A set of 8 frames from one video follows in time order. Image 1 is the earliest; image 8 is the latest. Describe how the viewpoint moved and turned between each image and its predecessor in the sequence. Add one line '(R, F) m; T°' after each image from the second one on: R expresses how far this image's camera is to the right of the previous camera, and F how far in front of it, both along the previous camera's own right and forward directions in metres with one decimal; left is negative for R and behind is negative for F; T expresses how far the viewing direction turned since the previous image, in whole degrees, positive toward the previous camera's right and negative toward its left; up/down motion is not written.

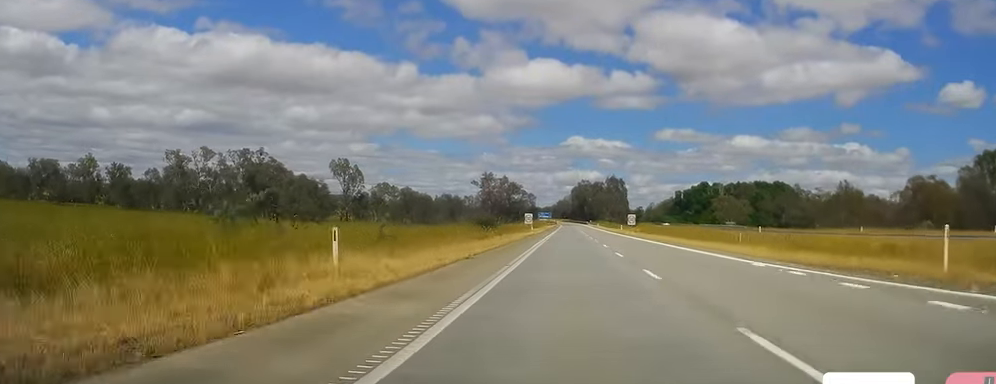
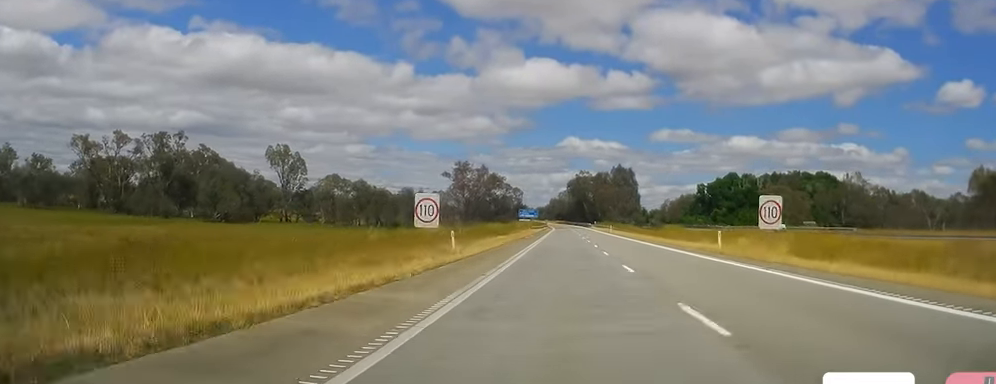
(+0.5, +64.2) m; +1°
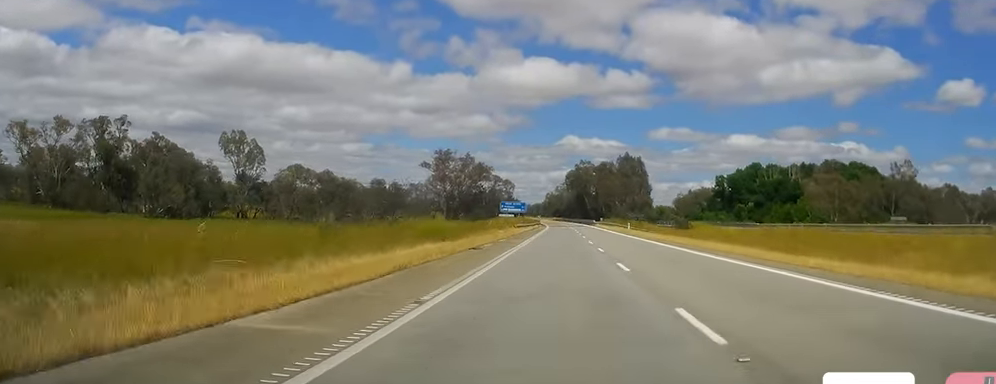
(0.0, +34.5) m; 0°
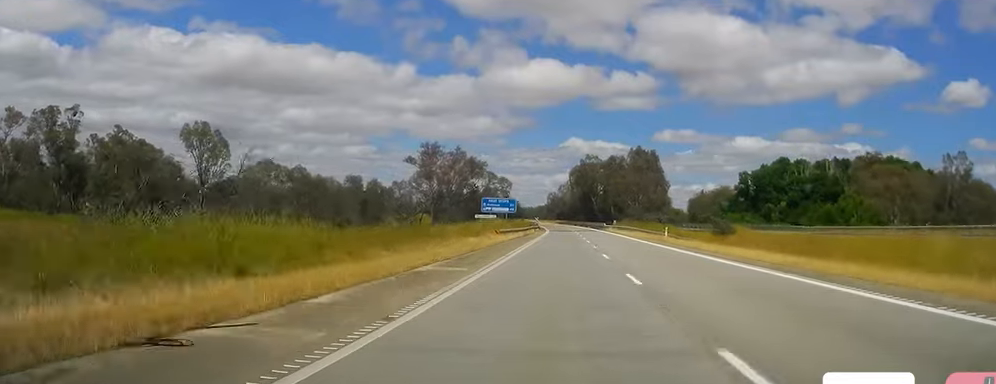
(-0.2, +25.9) m; 0°
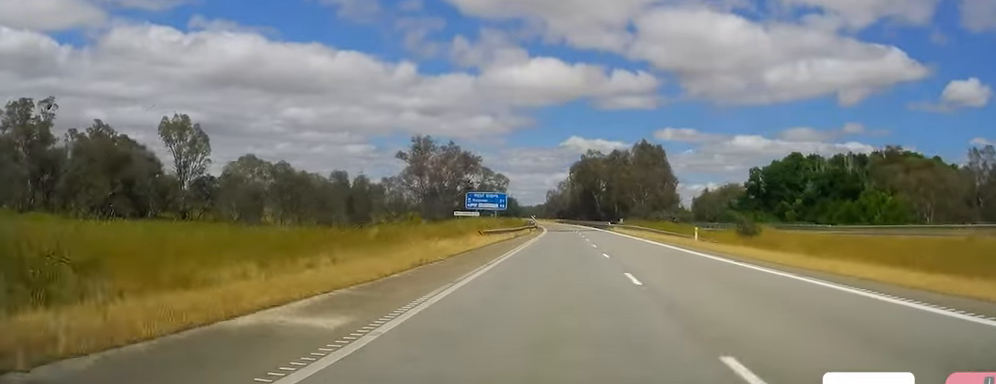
(0.0, +11.5) m; 0°
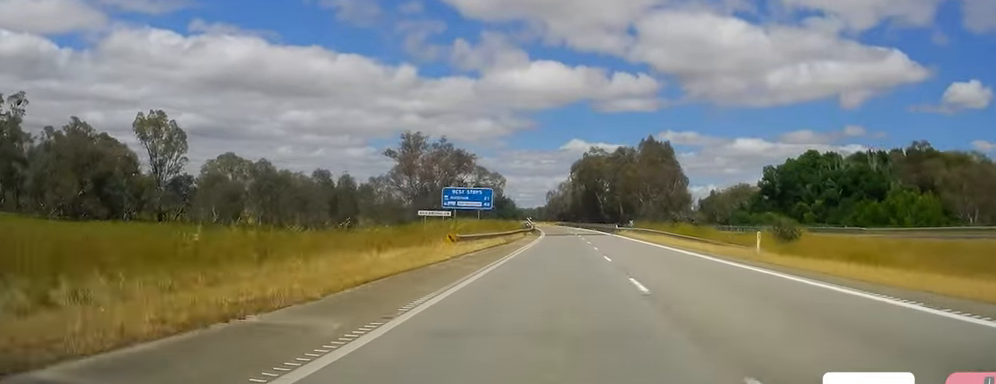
(0.0, +12.5) m; 0°
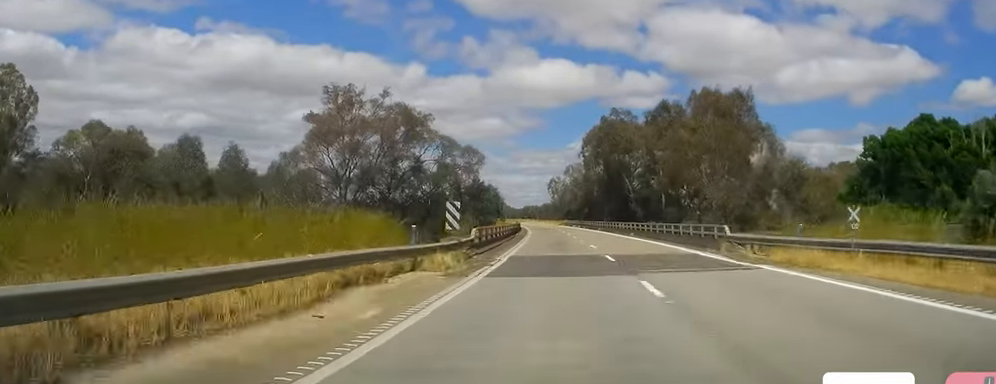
(-0.4, +57.4) m; -1°
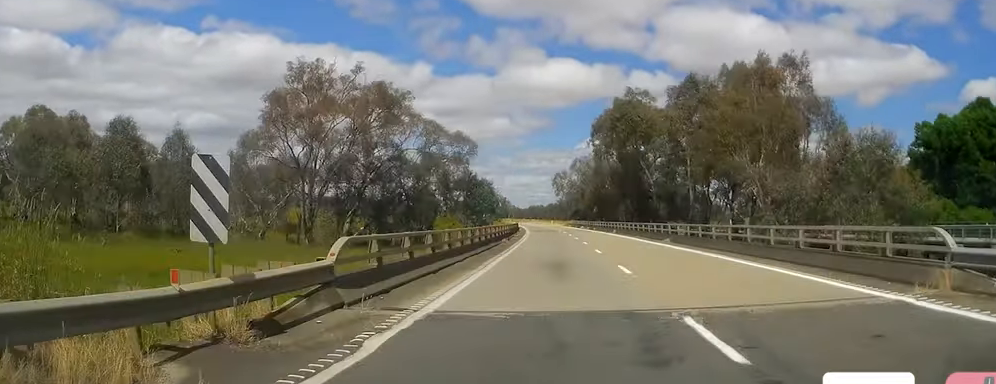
(0.0, +17.1) m; 0°
